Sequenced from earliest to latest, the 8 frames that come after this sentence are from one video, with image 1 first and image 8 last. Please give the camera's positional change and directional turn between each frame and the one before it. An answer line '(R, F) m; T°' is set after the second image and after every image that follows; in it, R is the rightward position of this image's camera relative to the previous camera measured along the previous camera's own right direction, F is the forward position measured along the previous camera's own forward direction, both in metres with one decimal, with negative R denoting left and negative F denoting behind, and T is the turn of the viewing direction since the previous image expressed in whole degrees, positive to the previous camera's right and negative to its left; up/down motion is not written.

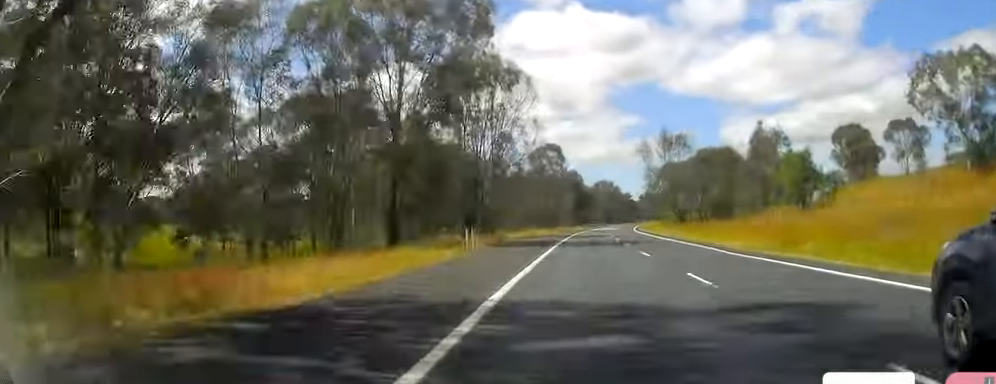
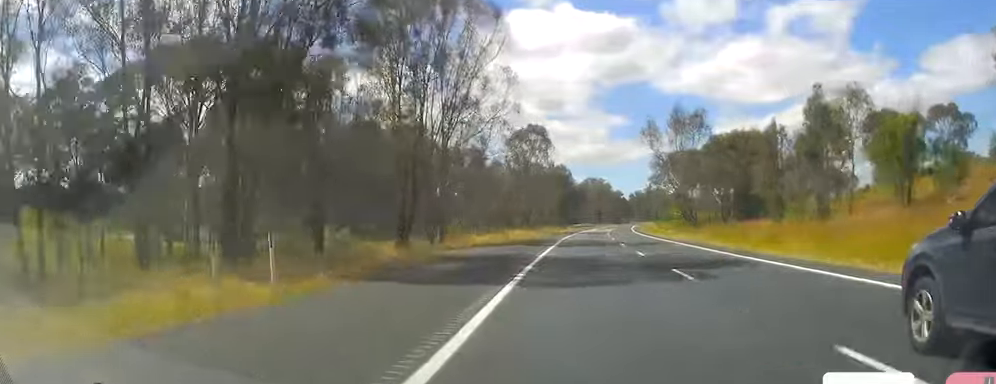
(+0.4, +22.5) m; +1°
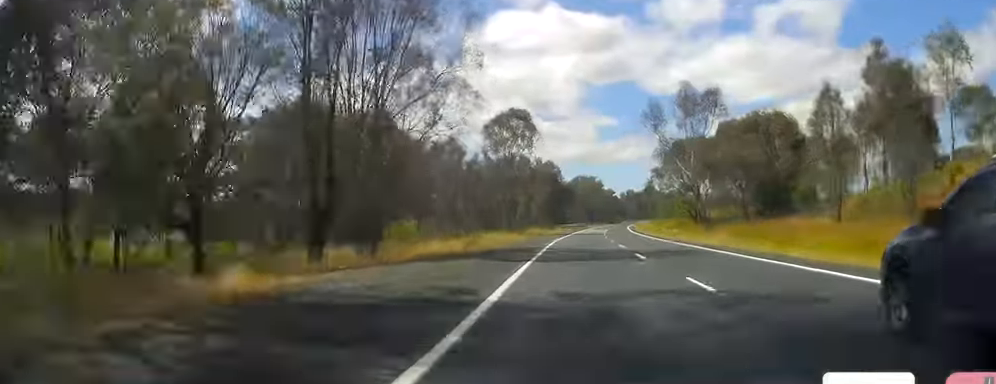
(-0.1, +14.7) m; 0°
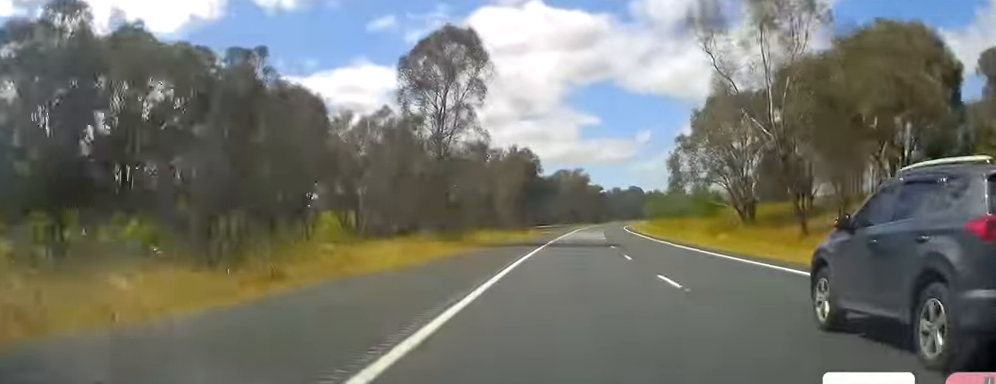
(+0.3, +34.3) m; +1°
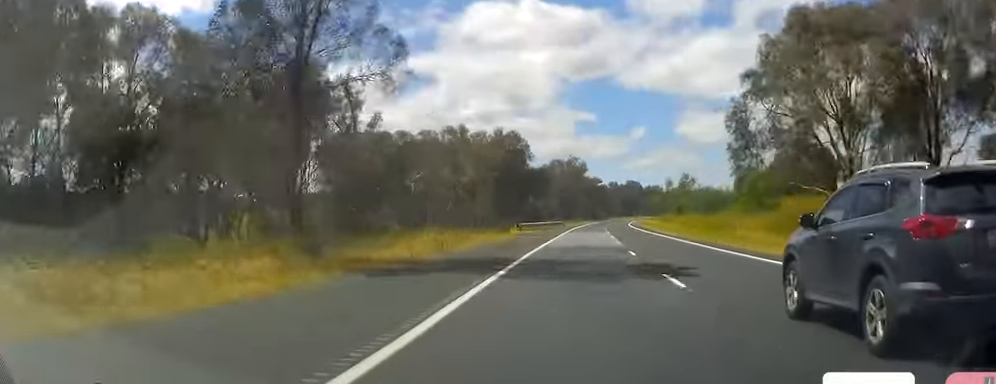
(+0.1, +24.5) m; +1°
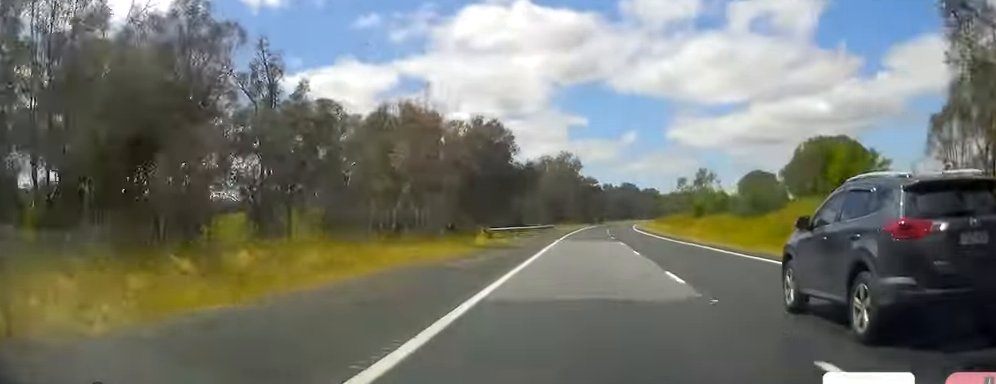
(+0.2, +22.6) m; +1°
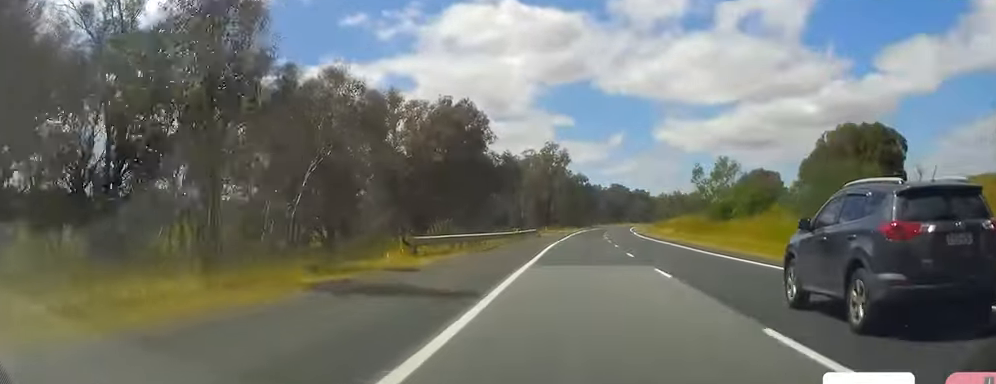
(+0.3, +21.5) m; +1°
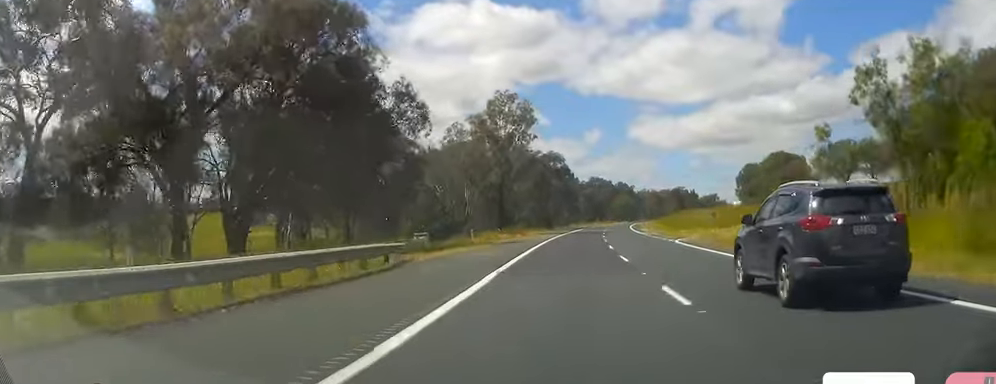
(+1.4, +53.5) m; +3°
